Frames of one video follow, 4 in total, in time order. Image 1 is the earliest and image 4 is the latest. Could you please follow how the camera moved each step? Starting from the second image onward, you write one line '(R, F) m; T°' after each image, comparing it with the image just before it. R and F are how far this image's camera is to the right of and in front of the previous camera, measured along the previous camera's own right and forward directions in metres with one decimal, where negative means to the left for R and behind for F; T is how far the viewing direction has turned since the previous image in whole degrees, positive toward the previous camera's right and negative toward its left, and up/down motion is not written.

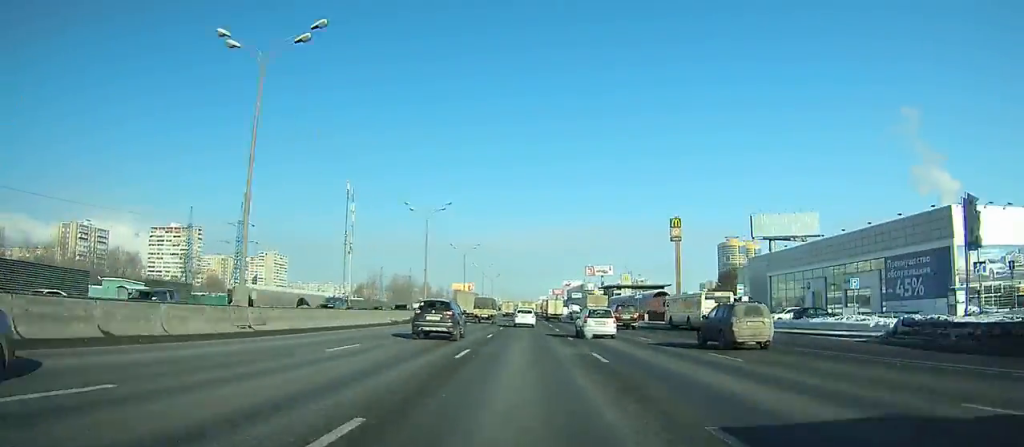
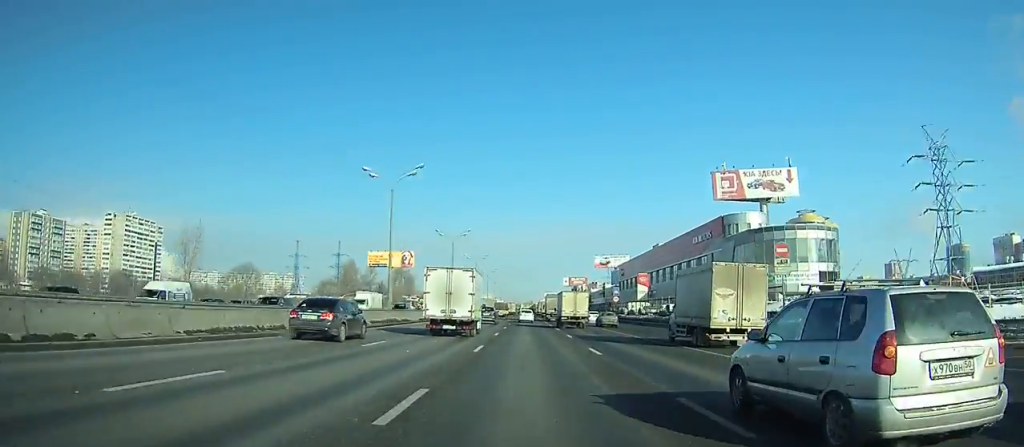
(-0.8, +221.5) m; 0°
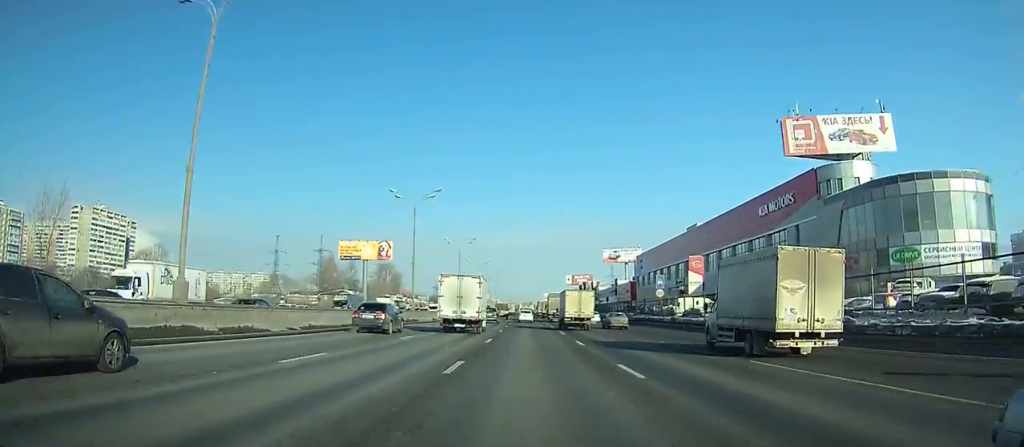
(0.0, +30.2) m; 0°
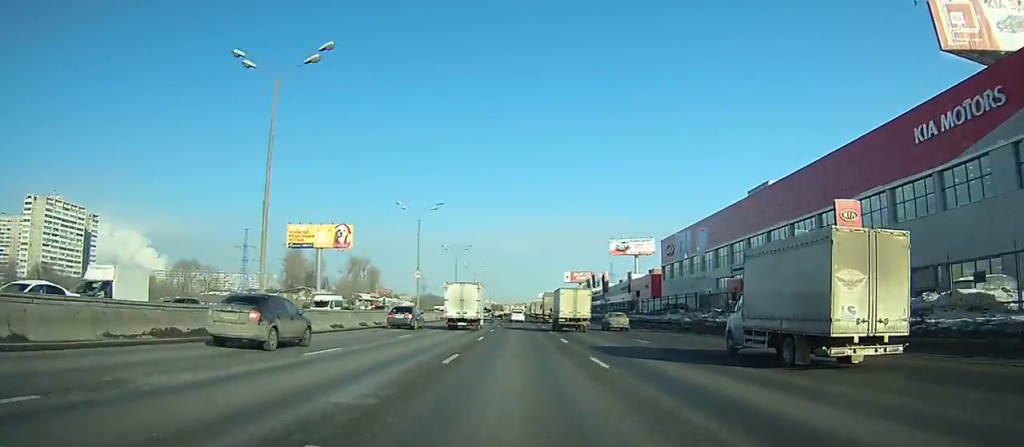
(0.0, +33.4) m; 0°
